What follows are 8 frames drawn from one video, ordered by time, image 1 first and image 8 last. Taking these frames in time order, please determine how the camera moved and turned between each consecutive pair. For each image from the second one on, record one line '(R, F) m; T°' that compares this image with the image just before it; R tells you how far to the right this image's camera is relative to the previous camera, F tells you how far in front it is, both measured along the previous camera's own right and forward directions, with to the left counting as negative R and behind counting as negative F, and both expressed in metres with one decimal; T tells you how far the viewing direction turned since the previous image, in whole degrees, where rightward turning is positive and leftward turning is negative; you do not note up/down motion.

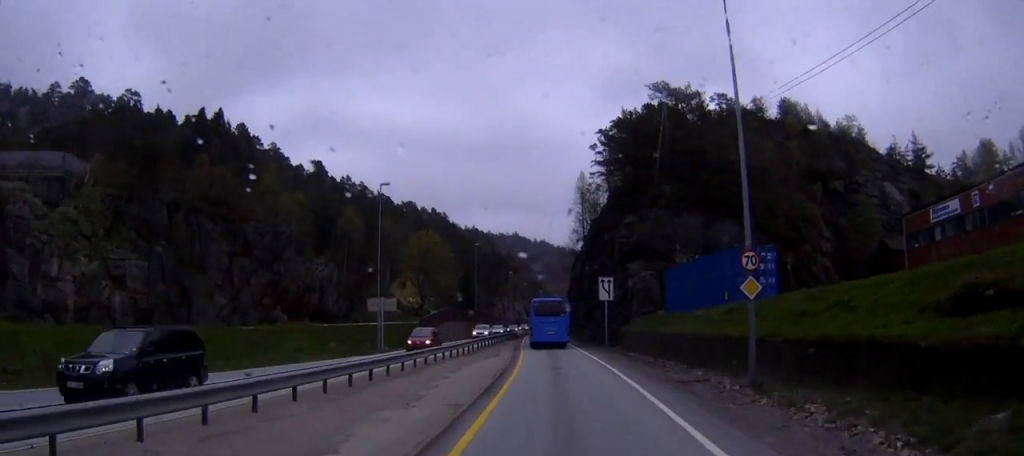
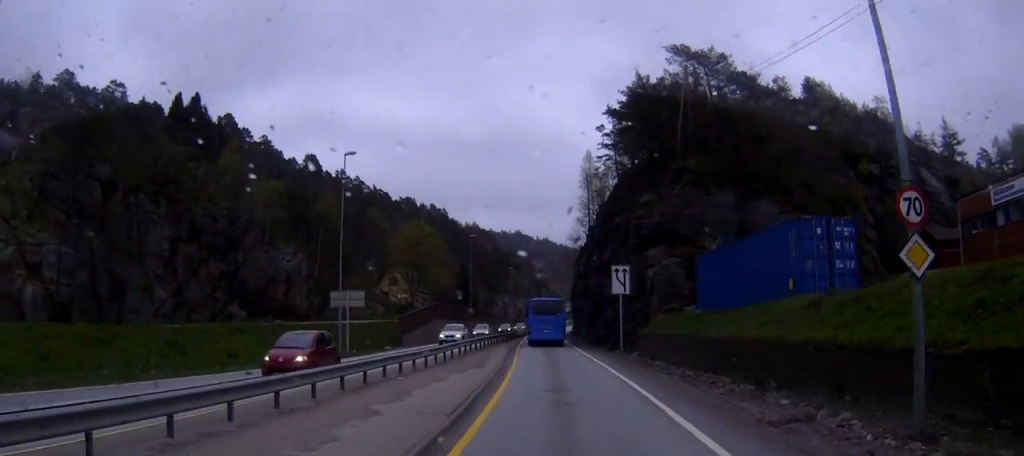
(-0.1, +9.5) m; -1°
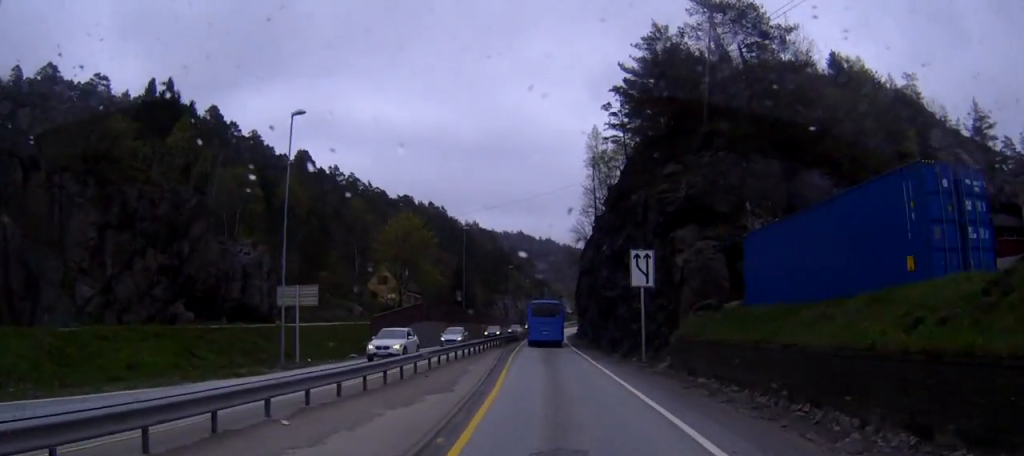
(0.0, +9.0) m; 0°
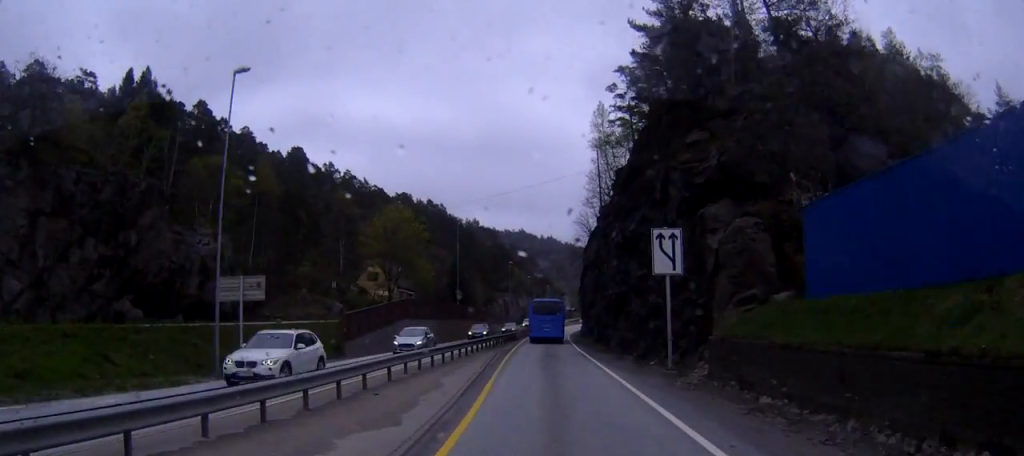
(0.0, +6.7) m; 0°
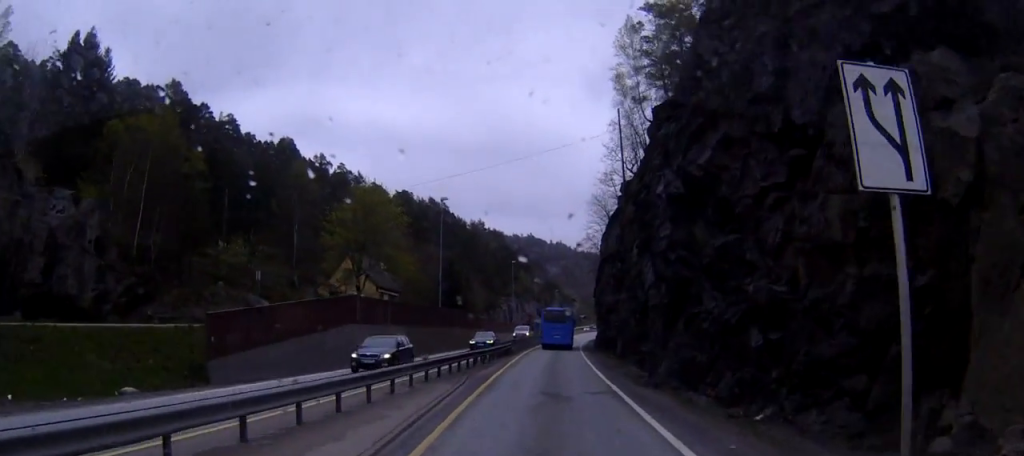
(-0.1, +16.4) m; -1°
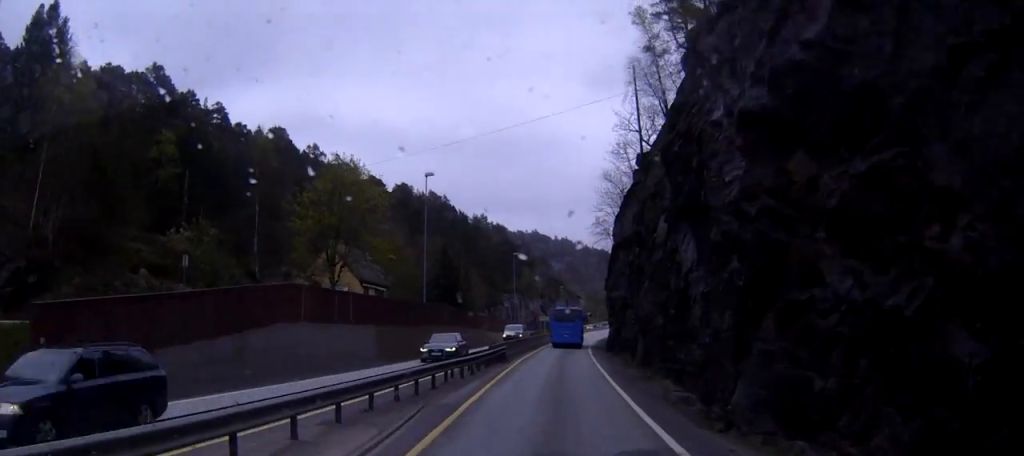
(-0.1, +9.2) m; 0°
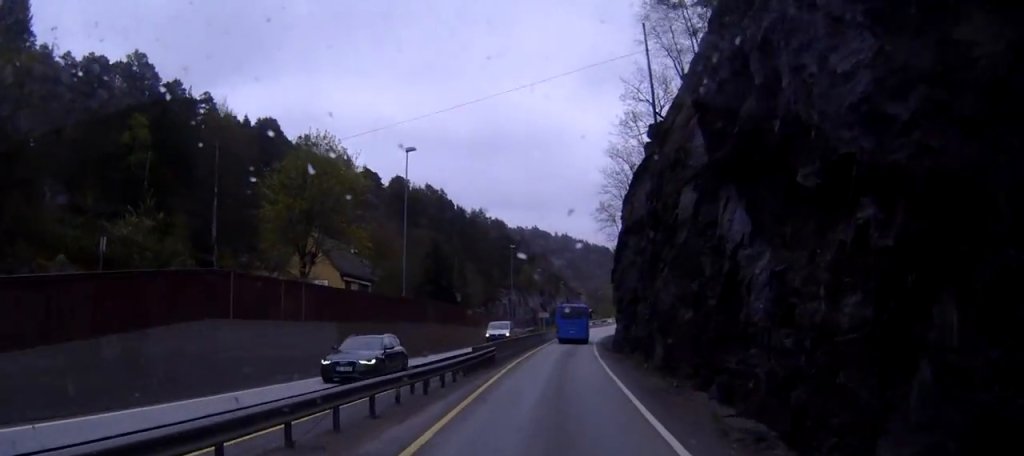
(0.0, +6.8) m; 0°
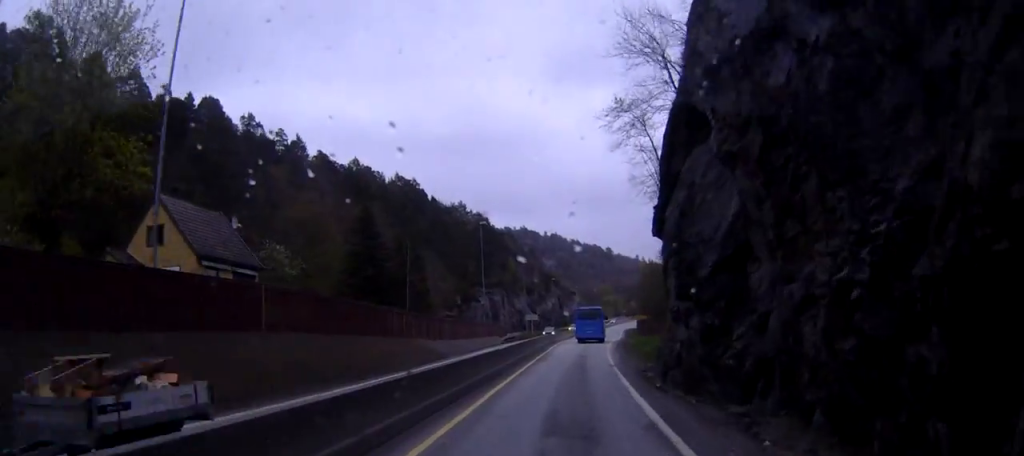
(-0.1, +27.6) m; 0°
